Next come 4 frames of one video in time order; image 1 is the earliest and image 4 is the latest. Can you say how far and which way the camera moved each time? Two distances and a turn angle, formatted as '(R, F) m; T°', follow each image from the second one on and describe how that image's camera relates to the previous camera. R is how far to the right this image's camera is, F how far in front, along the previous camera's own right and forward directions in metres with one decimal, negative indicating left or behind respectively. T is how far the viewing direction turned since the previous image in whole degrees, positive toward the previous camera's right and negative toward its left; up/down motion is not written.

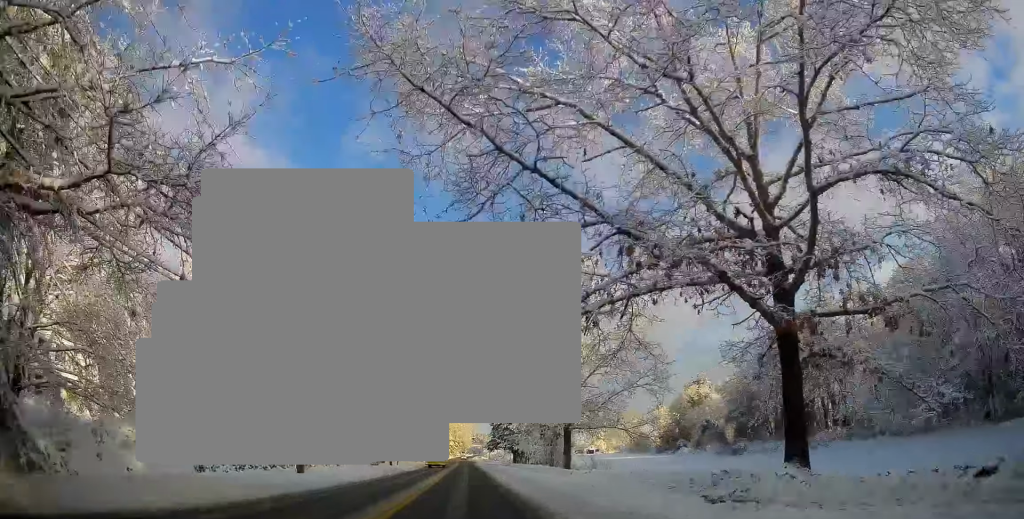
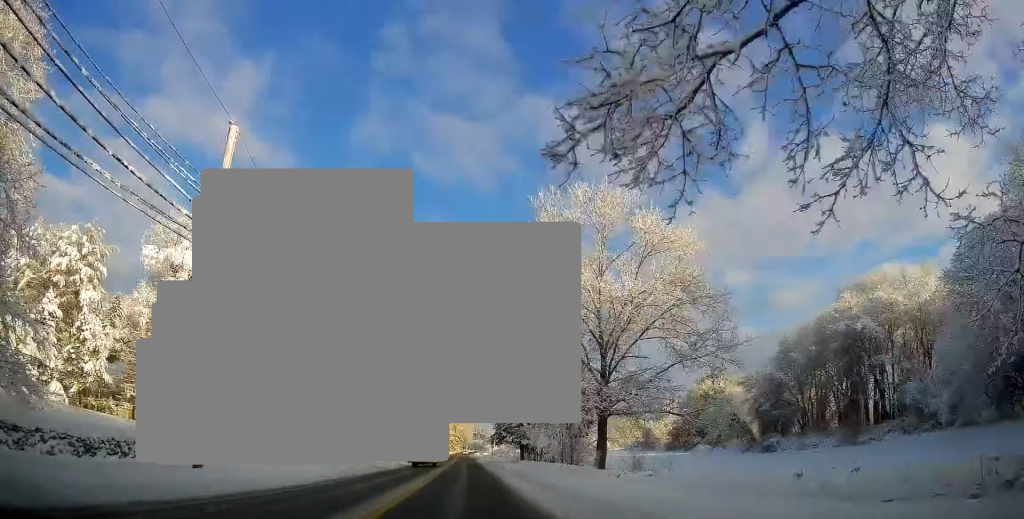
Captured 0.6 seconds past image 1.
(0.0, +10.4) m; -1°
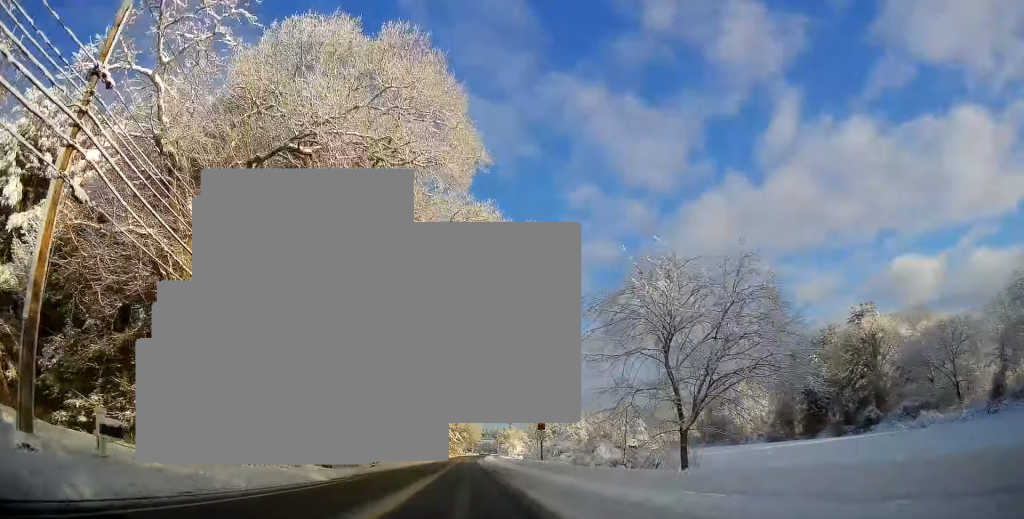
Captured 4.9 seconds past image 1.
(-0.8, +78.5) m; 0°
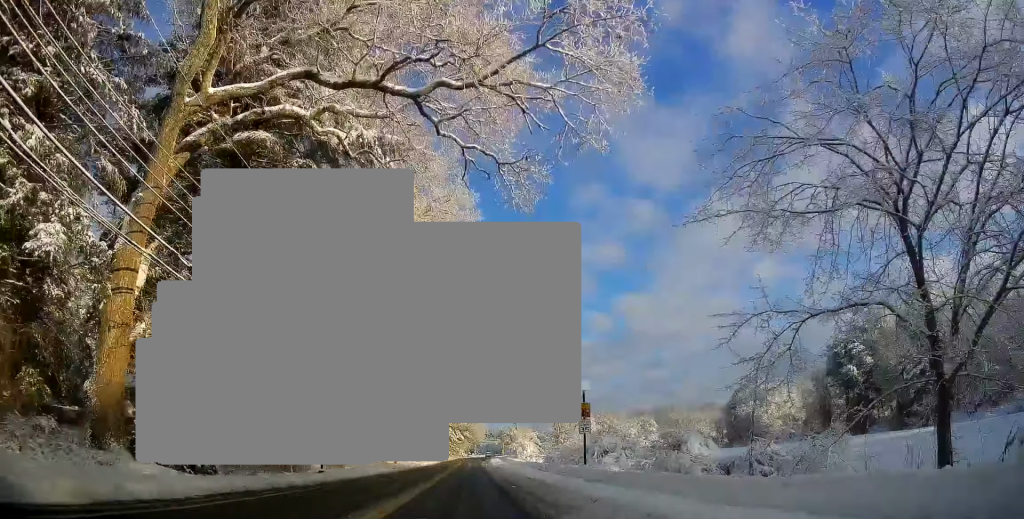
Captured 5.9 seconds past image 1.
(+0.7, +17.5) m; 0°
